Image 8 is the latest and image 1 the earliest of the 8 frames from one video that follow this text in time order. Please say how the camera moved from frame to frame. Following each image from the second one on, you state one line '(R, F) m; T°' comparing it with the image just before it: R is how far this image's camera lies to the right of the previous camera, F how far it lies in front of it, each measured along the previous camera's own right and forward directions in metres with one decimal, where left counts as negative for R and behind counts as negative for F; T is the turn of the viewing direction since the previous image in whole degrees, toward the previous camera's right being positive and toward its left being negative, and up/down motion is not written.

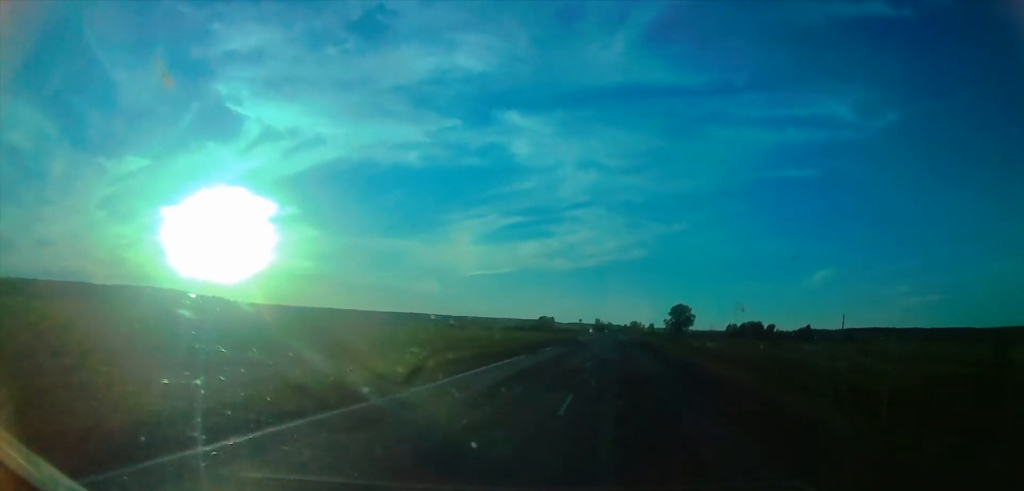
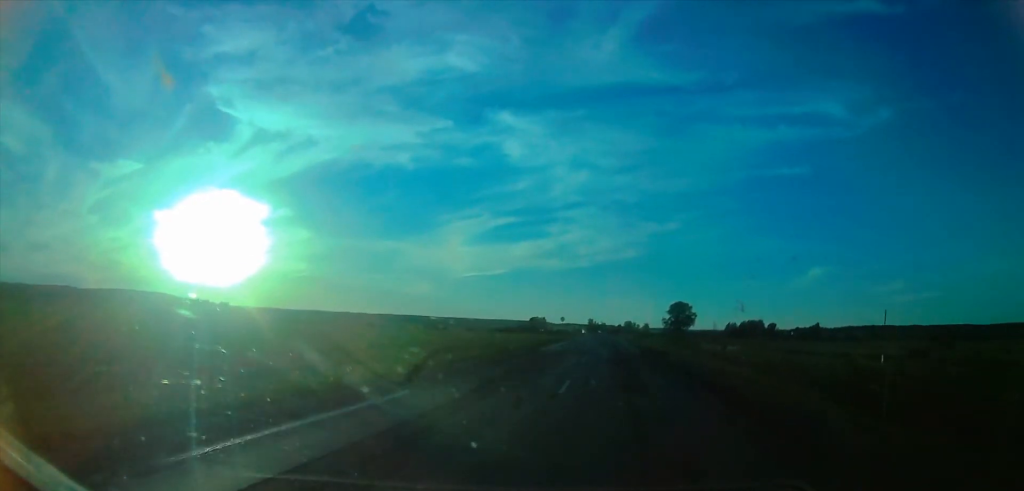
(+0.4, +31.9) m; 0°
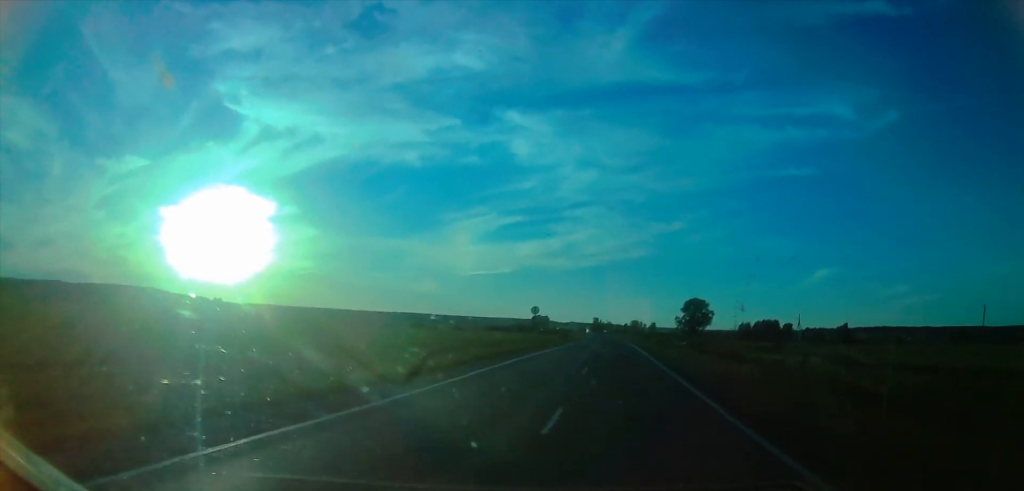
(-0.6, +42.0) m; -1°
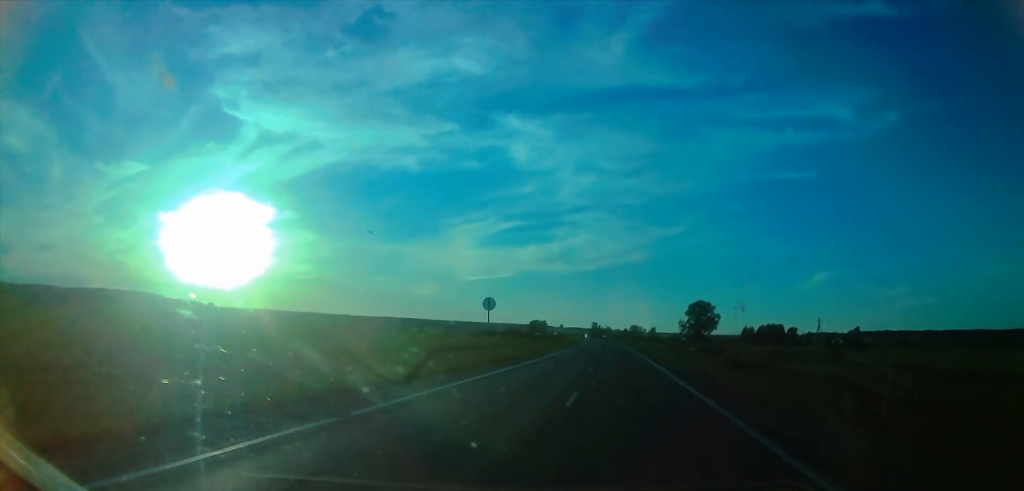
(0.0, +20.9) m; 0°
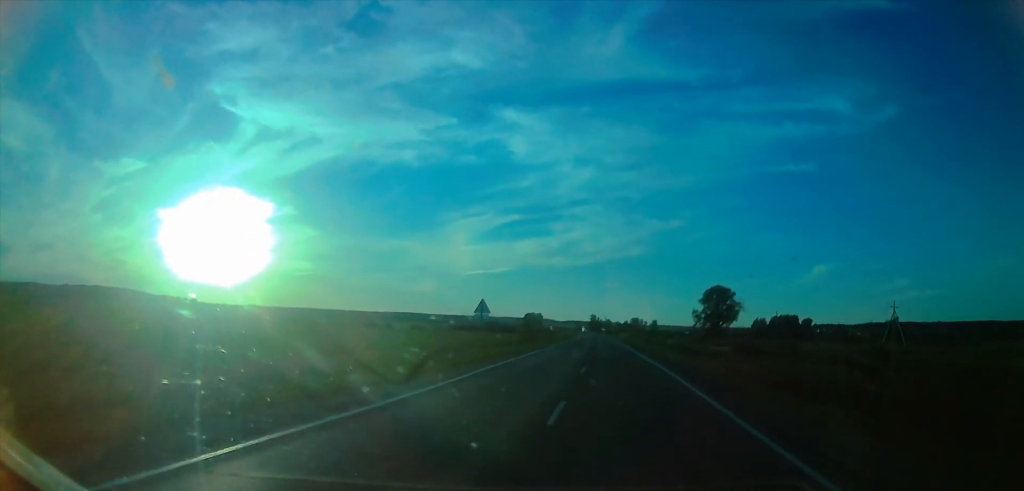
(+0.6, +46.7) m; 0°
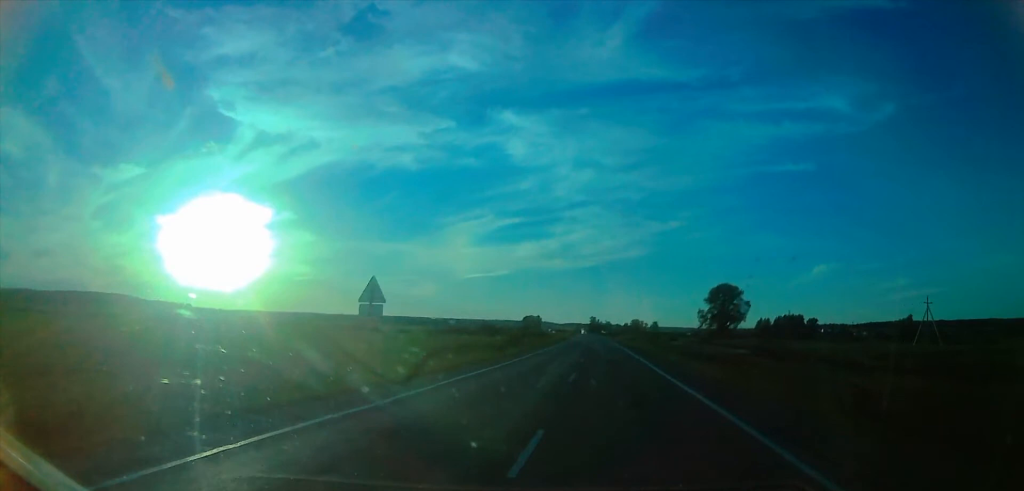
(-0.3, +14.7) m; -1°
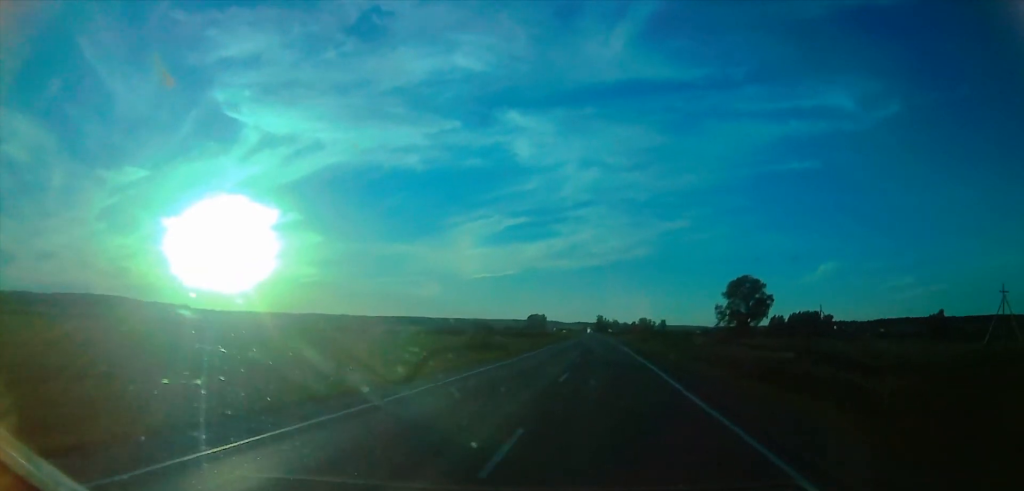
(-0.2, +23.2) m; 0°
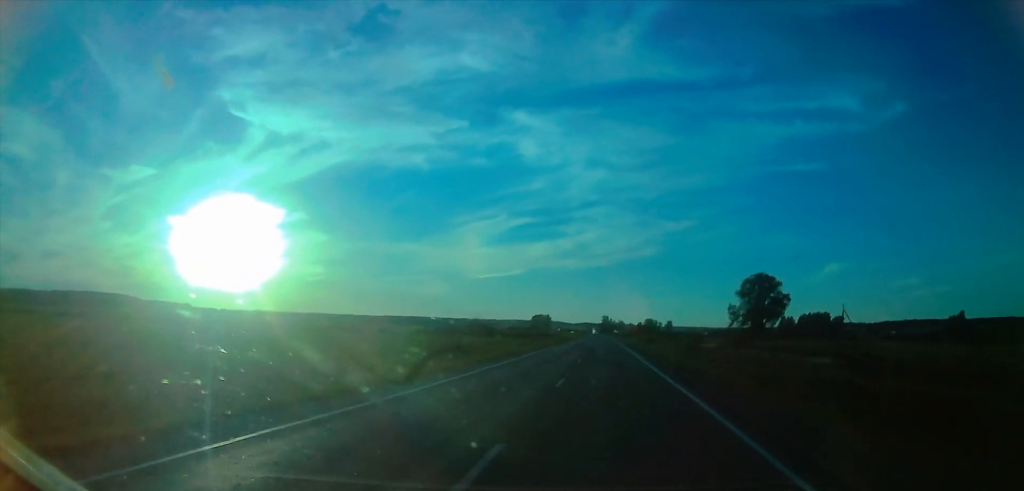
(0.0, +13.1) m; 0°
